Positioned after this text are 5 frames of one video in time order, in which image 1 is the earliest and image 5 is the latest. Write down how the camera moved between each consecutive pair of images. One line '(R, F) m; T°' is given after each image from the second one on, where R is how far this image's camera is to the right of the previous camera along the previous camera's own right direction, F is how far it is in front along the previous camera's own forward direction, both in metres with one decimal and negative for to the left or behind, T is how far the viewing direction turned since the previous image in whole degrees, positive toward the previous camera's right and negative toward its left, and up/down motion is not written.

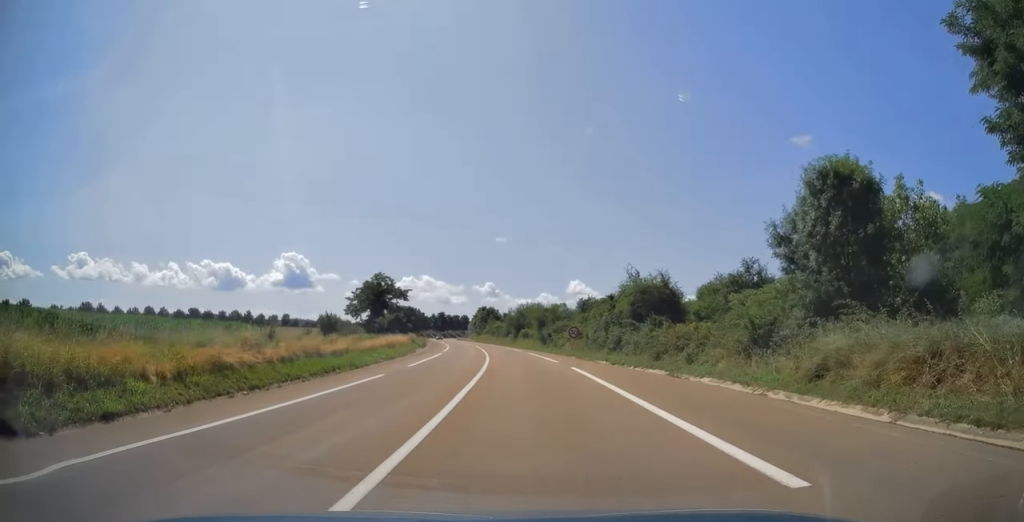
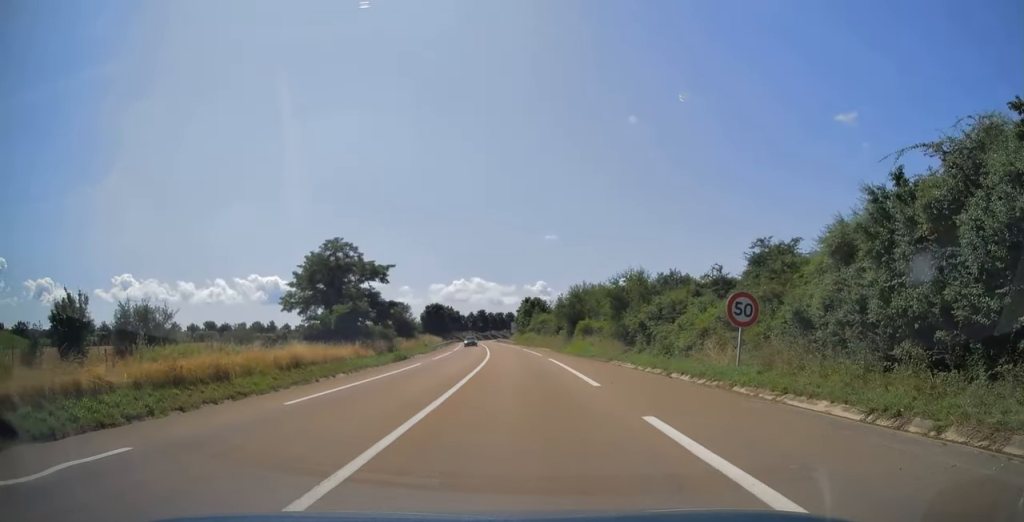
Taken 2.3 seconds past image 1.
(-1.8, +40.0) m; -5°
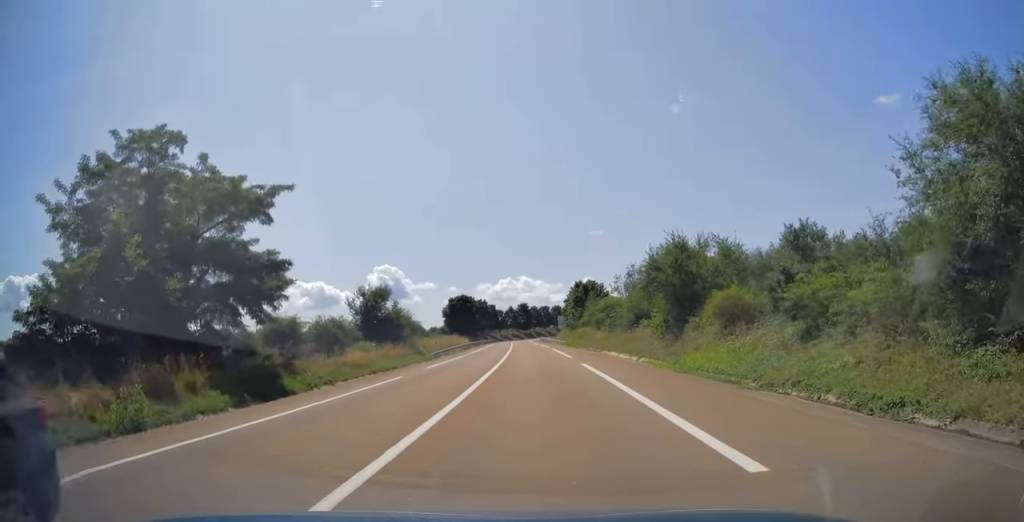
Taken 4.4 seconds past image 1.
(-1.3, +35.6) m; -5°
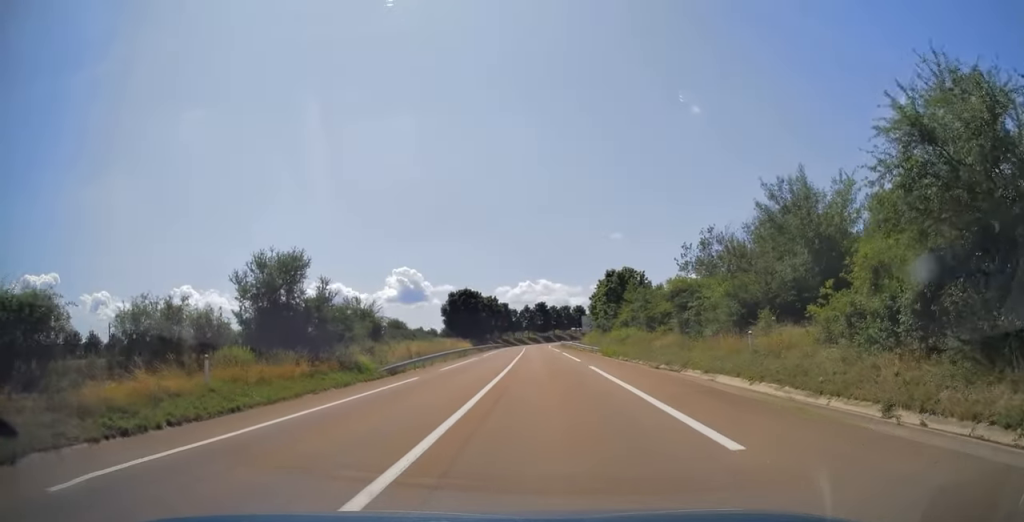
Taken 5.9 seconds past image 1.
(-0.7, +25.1) m; -2°
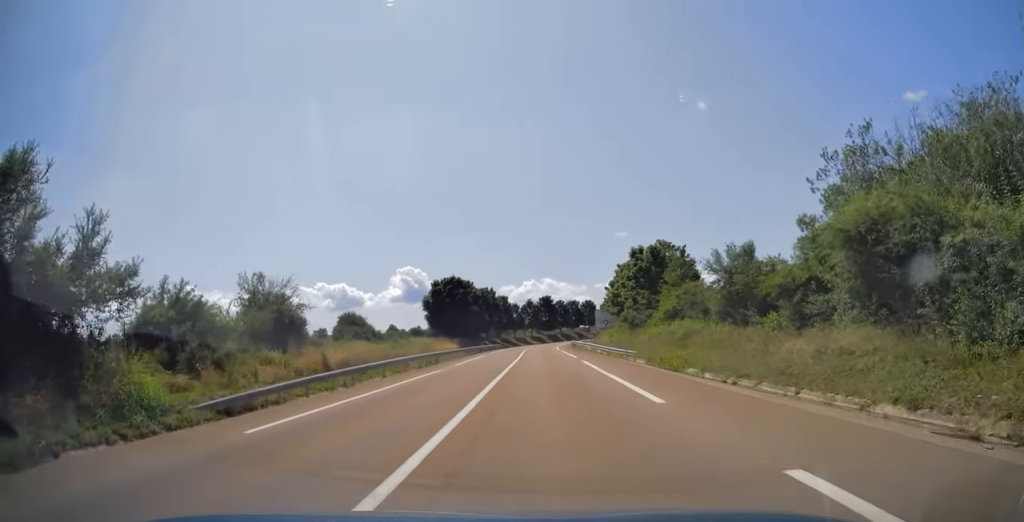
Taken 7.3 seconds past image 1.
(0.0, +21.4) m; 0°
